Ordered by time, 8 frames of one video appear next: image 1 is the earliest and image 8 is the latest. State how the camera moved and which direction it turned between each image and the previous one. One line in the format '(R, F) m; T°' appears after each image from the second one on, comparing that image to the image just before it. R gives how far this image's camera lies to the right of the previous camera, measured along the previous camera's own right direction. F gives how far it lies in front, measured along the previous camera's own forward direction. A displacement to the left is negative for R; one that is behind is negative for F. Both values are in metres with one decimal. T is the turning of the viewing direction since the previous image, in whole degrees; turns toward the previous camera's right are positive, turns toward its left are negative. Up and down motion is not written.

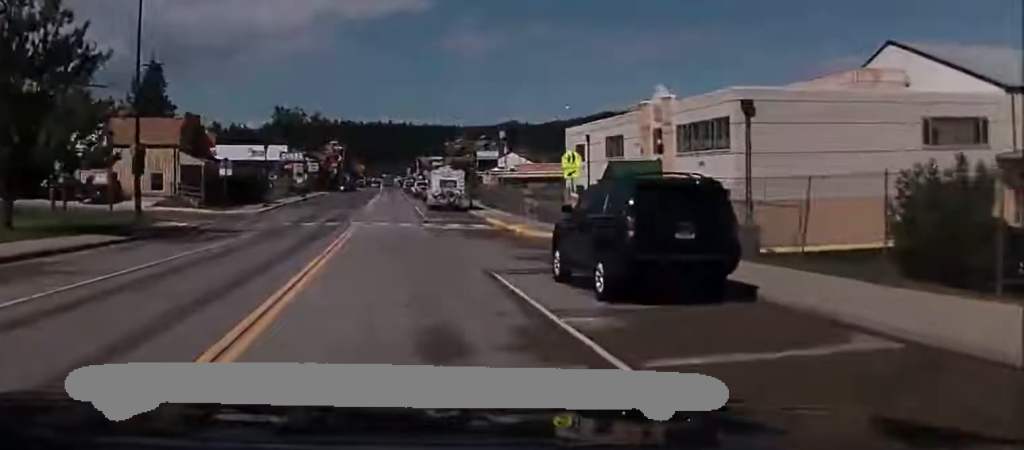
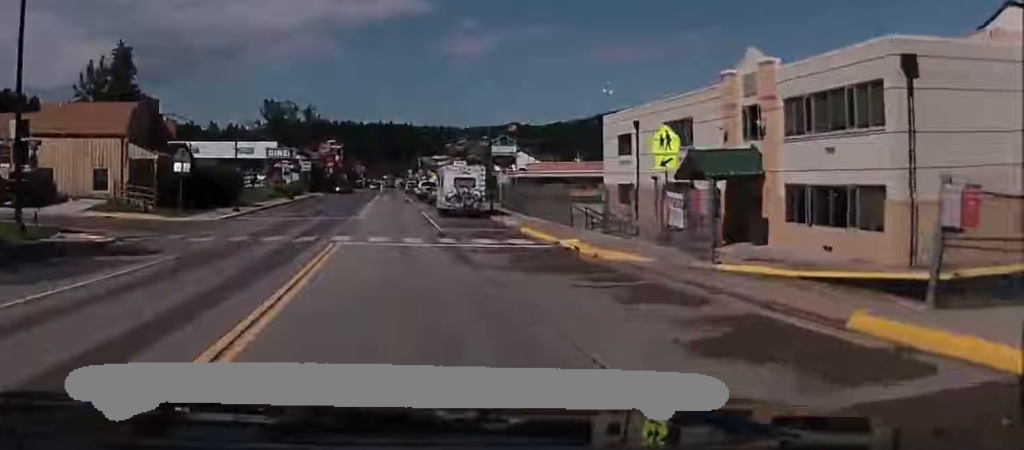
(+0.2, +13.6) m; +1°
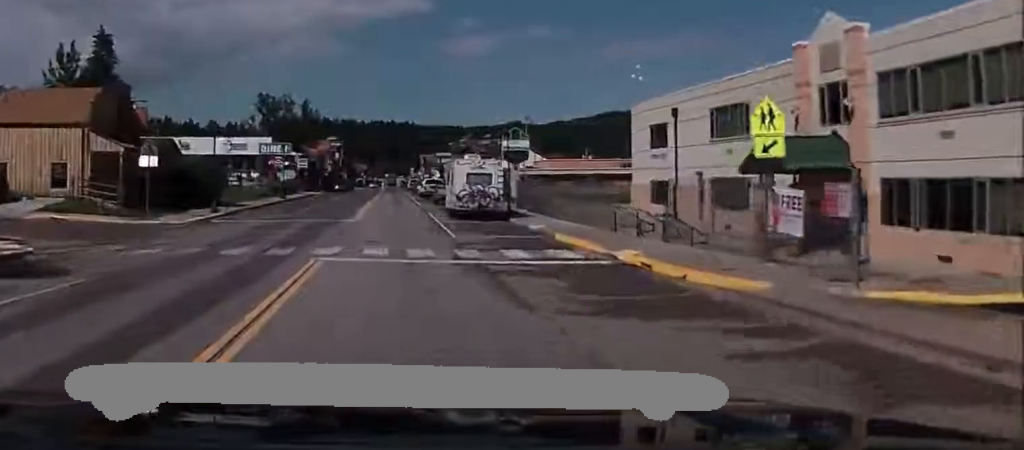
(0.0, +7.3) m; 0°
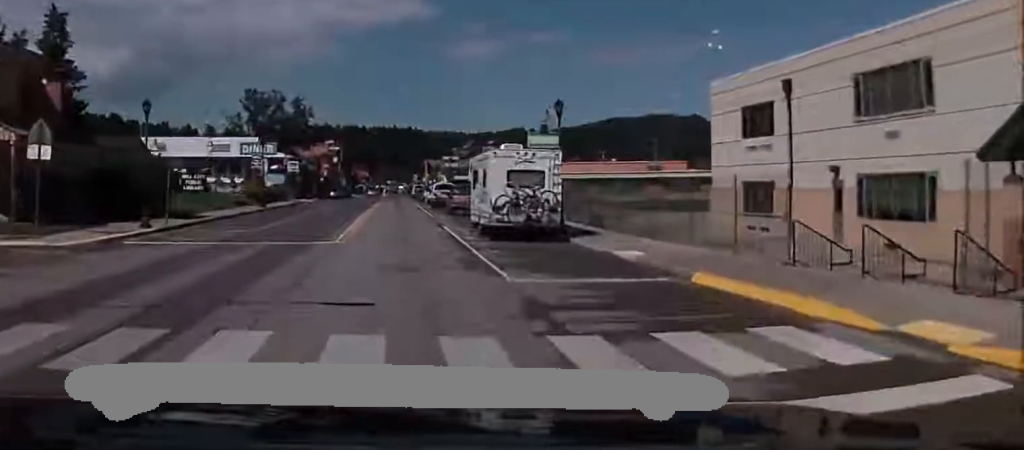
(-0.2, +13.7) m; -1°
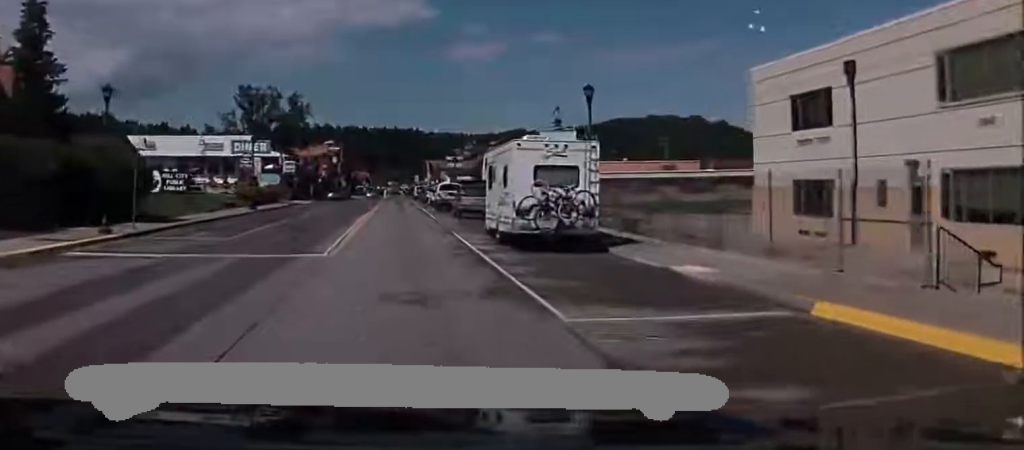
(0.0, +5.0) m; 0°
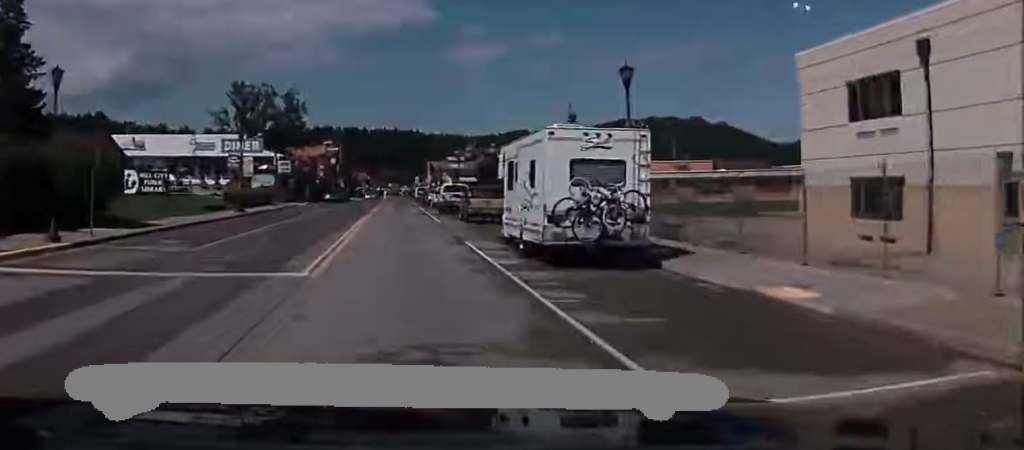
(0.0, +4.7) m; 0°
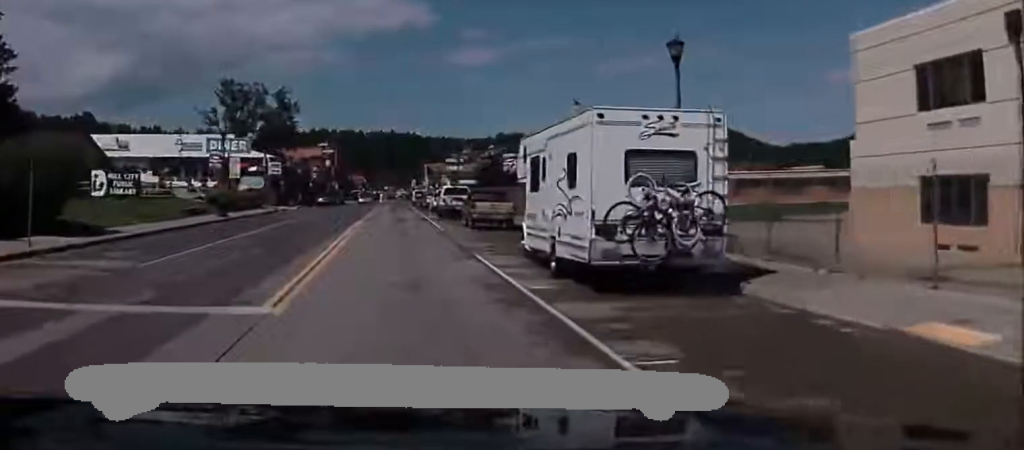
(0.0, +4.7) m; +1°
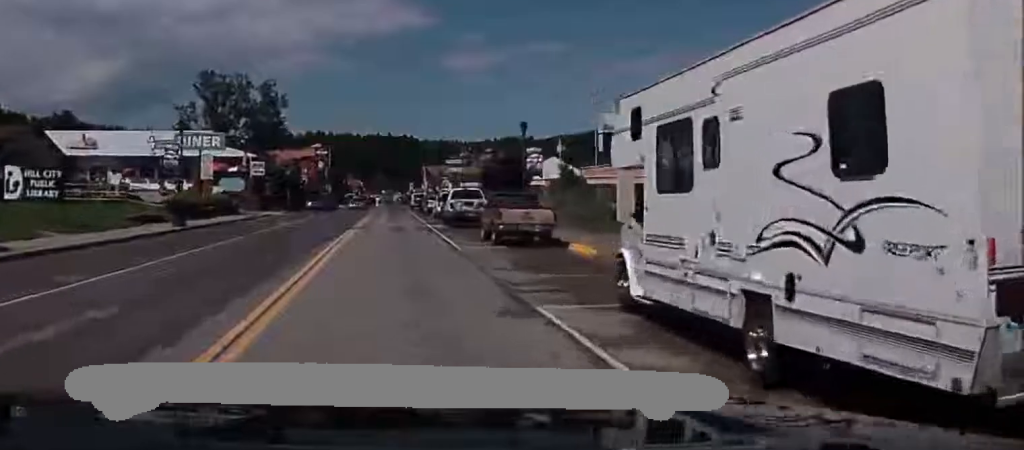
(+0.1, +9.6) m; +2°
